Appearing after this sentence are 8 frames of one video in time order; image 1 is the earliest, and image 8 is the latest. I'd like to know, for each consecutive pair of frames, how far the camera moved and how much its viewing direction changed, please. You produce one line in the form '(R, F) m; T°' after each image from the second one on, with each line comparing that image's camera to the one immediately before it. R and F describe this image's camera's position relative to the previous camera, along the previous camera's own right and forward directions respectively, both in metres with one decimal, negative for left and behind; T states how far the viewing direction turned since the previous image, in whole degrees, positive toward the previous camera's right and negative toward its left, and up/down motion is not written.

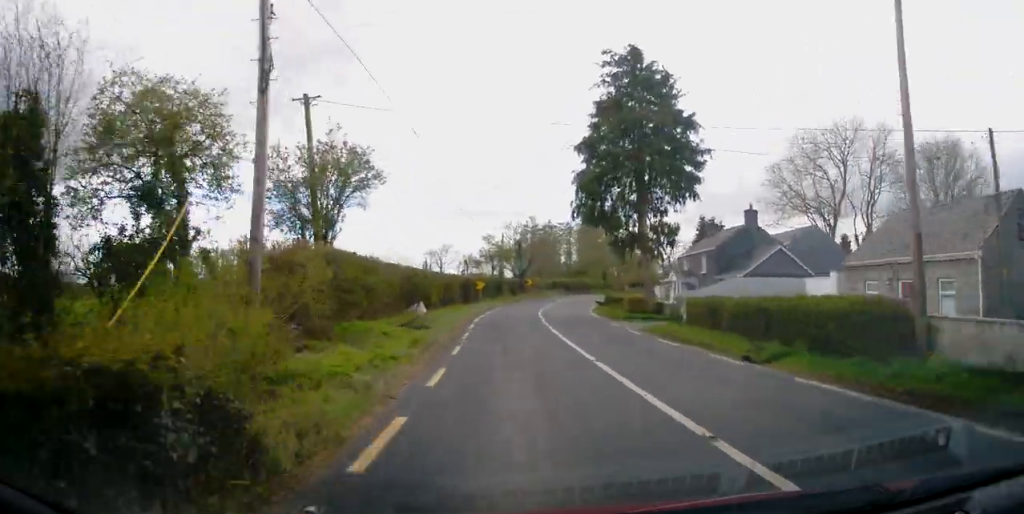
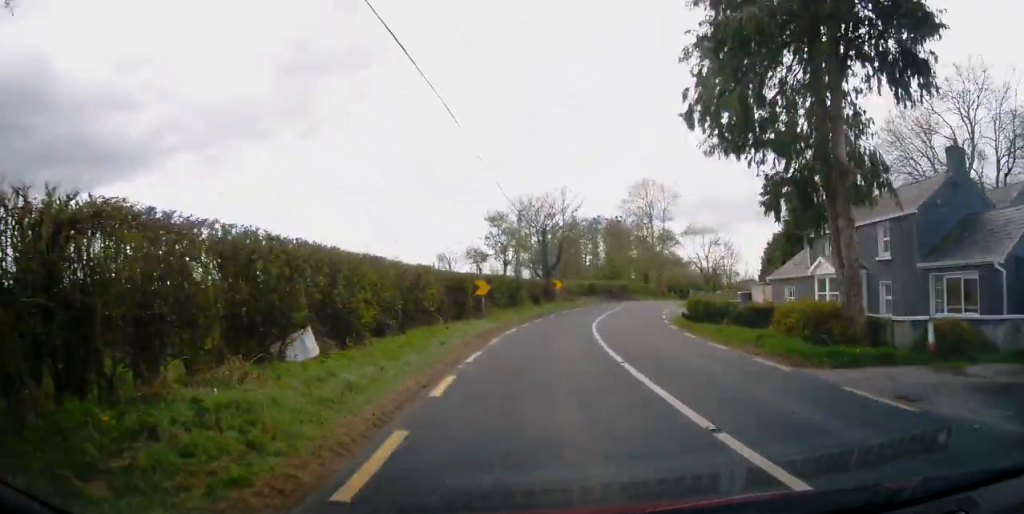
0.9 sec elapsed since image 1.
(-0.4, +18.0) m; -1°
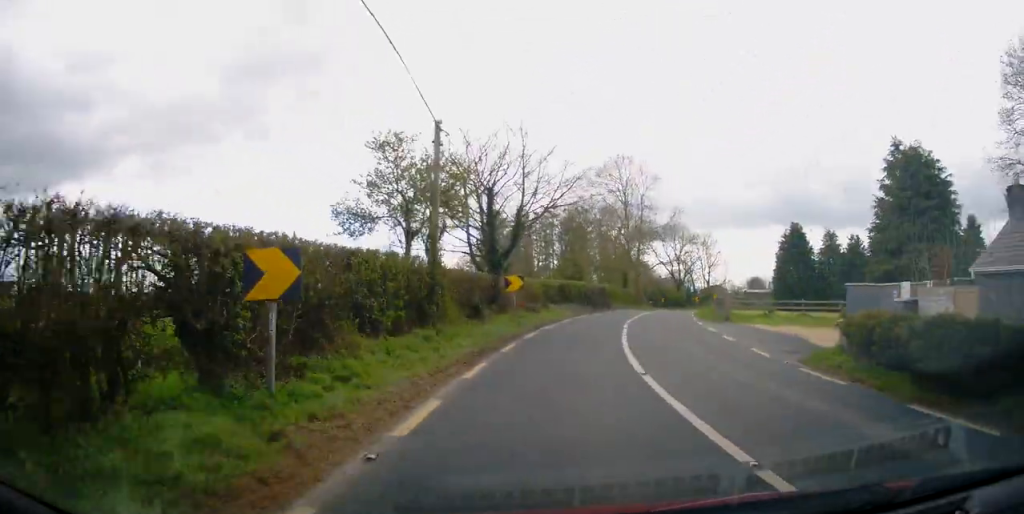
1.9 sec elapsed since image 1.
(-0.1, +18.7) m; +2°
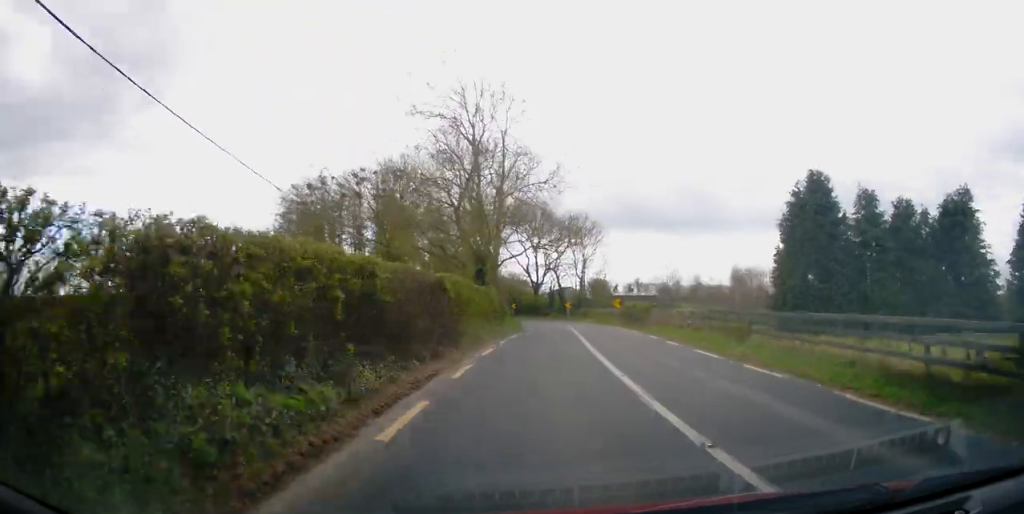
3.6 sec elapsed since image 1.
(+2.5, +29.2) m; +12°
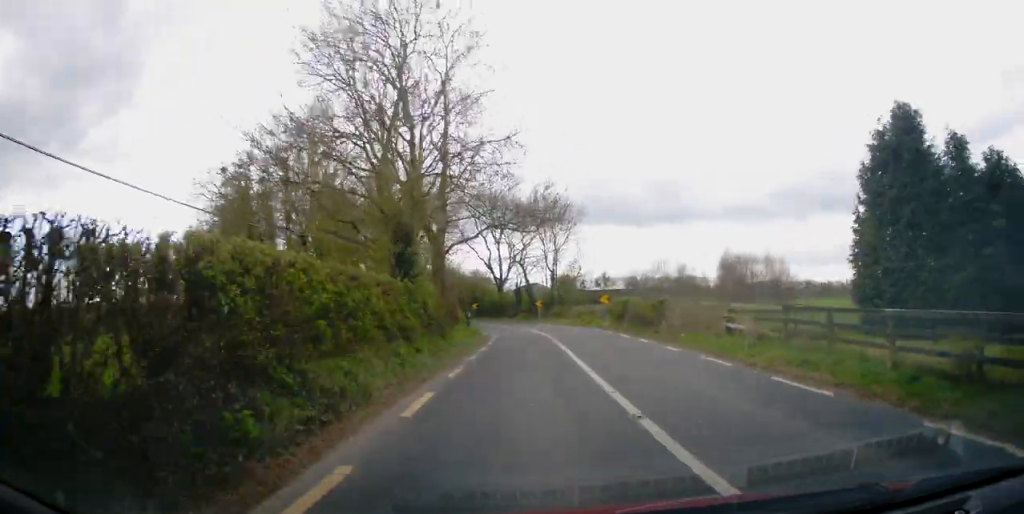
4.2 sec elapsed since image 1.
(+0.7, +11.1) m; +4°
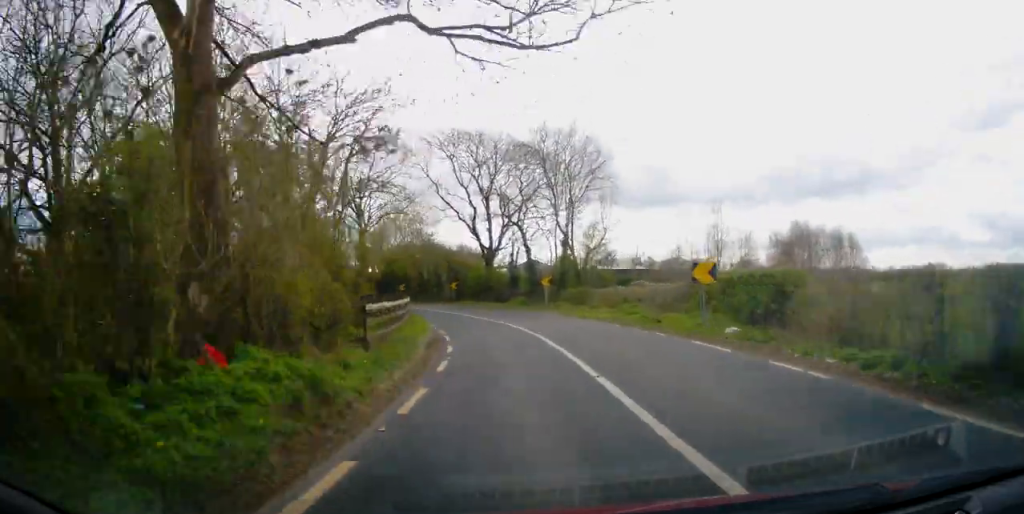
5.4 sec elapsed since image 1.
(+1.1, +21.0) m; +4°
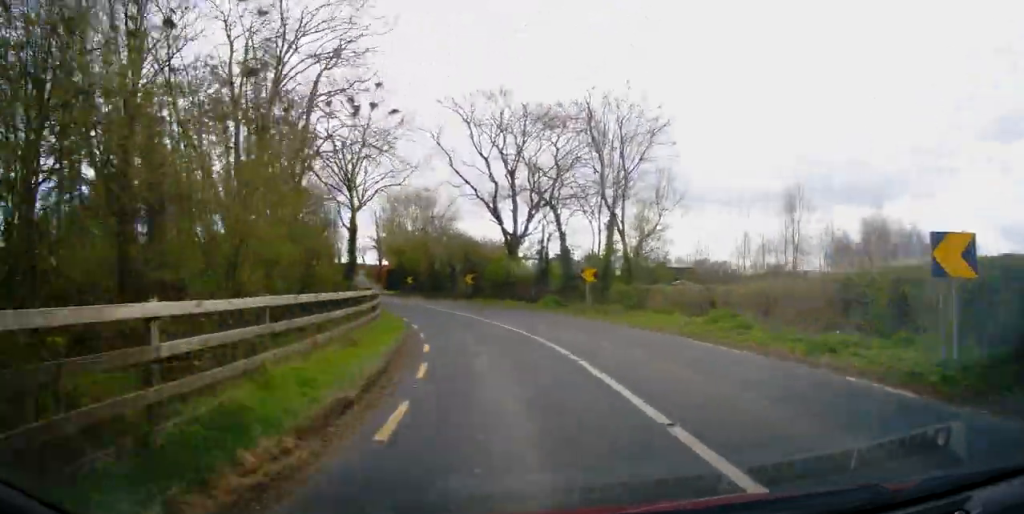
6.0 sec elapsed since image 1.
(+0.1, +9.8) m; -2°
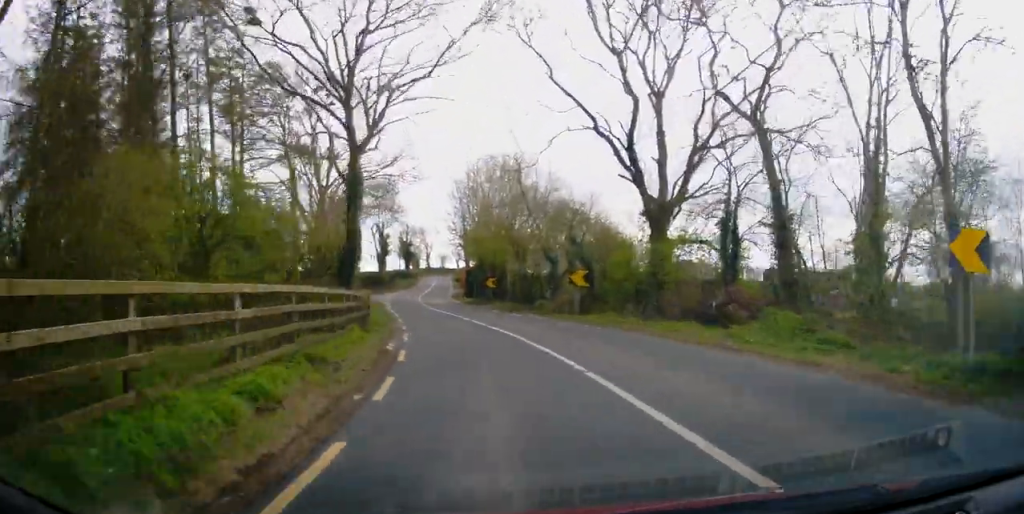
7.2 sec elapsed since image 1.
(-0.9, +19.5) m; -7°
